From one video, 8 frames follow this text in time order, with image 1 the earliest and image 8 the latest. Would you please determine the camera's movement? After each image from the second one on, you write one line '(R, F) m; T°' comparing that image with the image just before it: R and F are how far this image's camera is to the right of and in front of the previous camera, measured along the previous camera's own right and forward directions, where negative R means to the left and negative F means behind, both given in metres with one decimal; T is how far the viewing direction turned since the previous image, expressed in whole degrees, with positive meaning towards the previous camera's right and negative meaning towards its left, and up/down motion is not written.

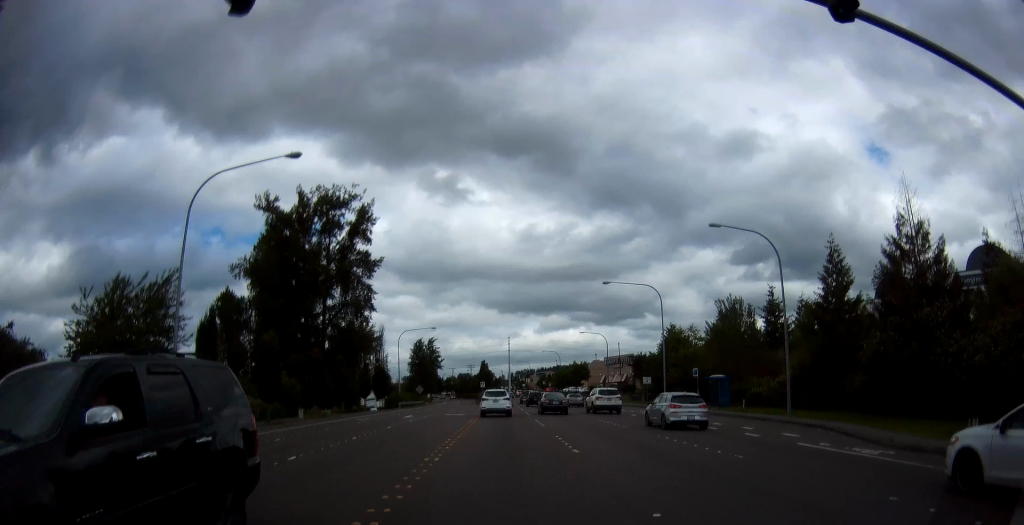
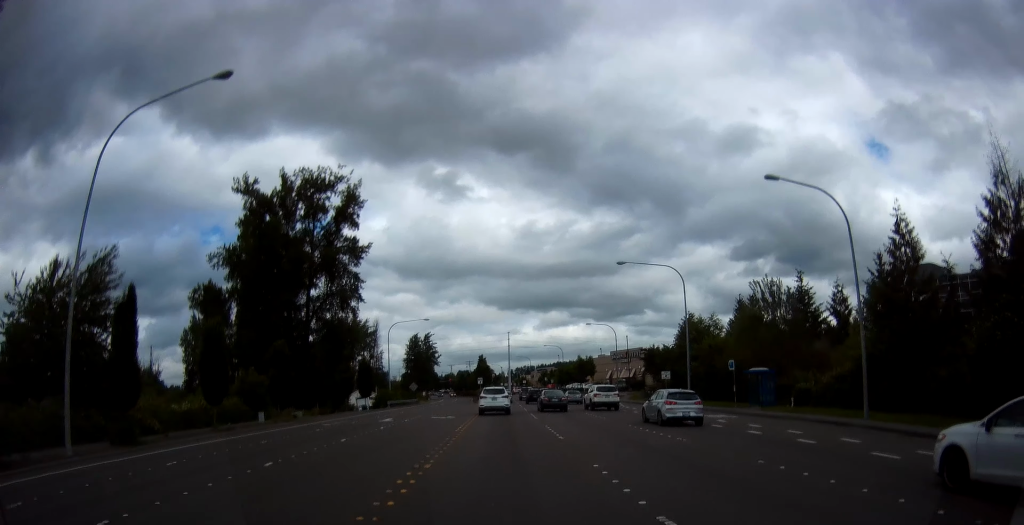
(-0.2, +8.0) m; -1°
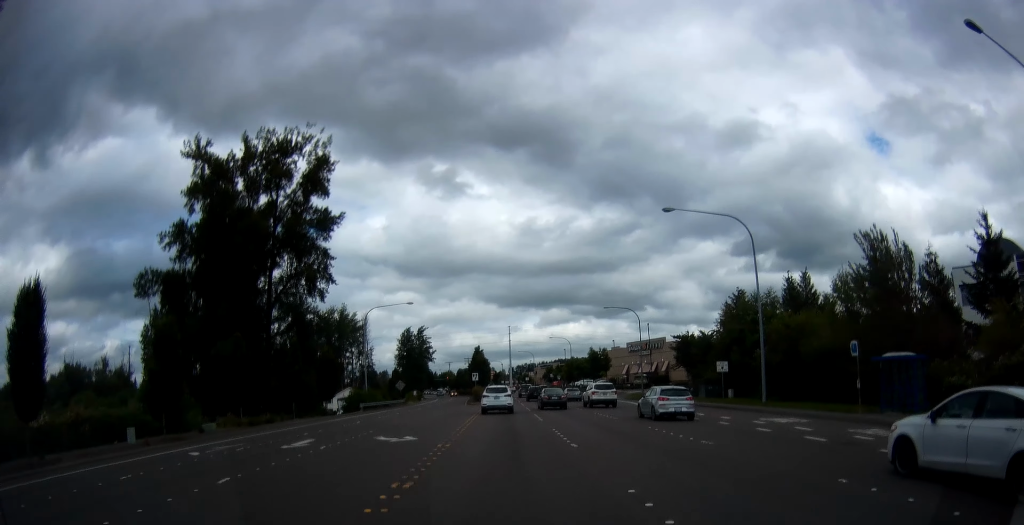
(+0.1, +15.4) m; 0°
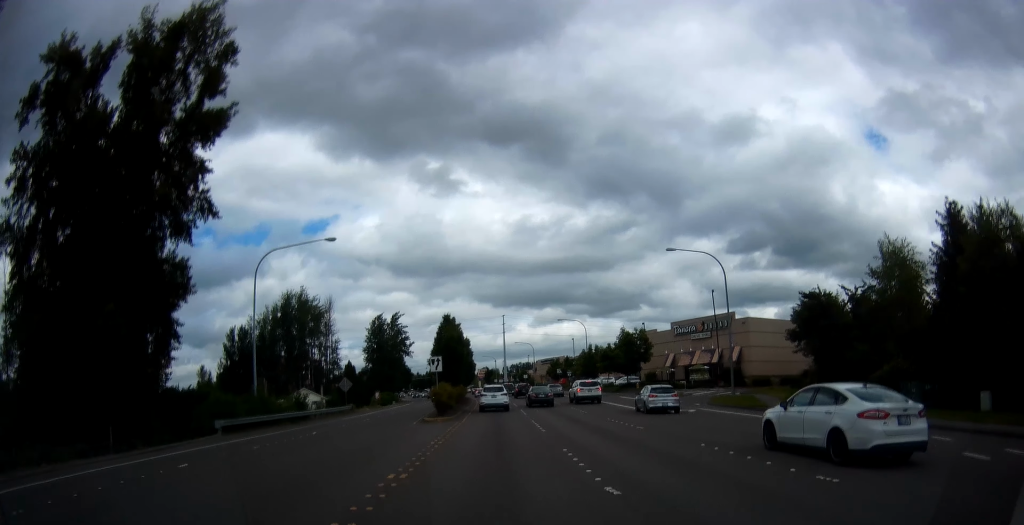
(+0.4, +30.6) m; +3°
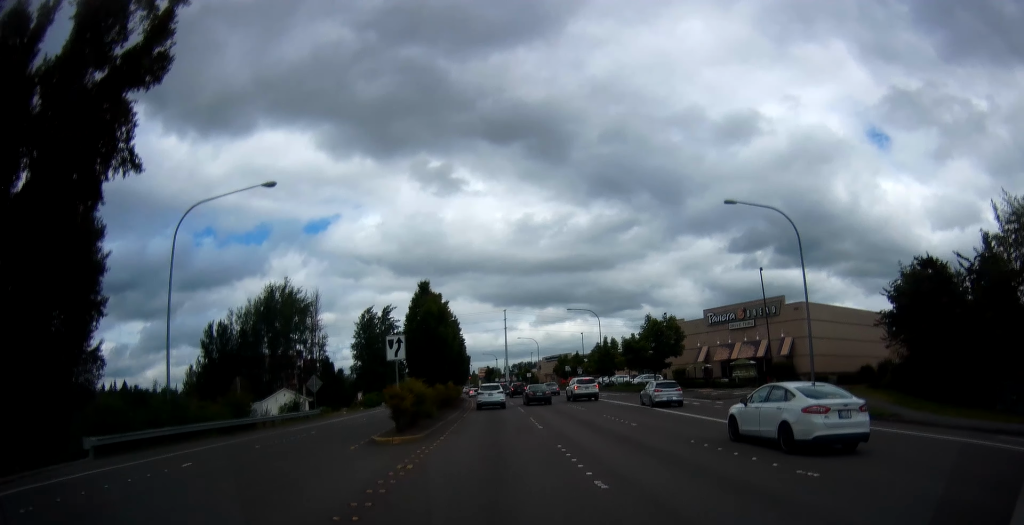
(+0.2, +11.7) m; -1°
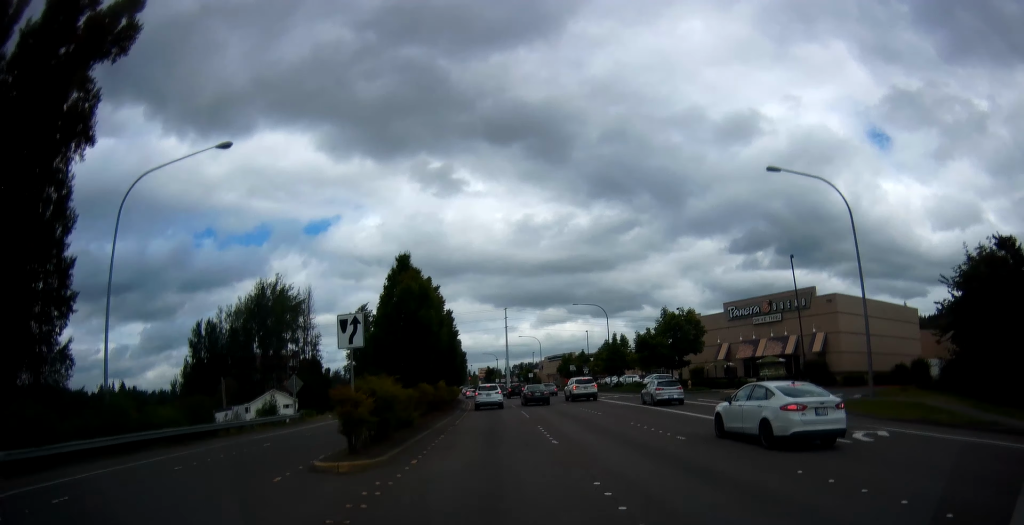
(-0.2, +5.7) m; -1°
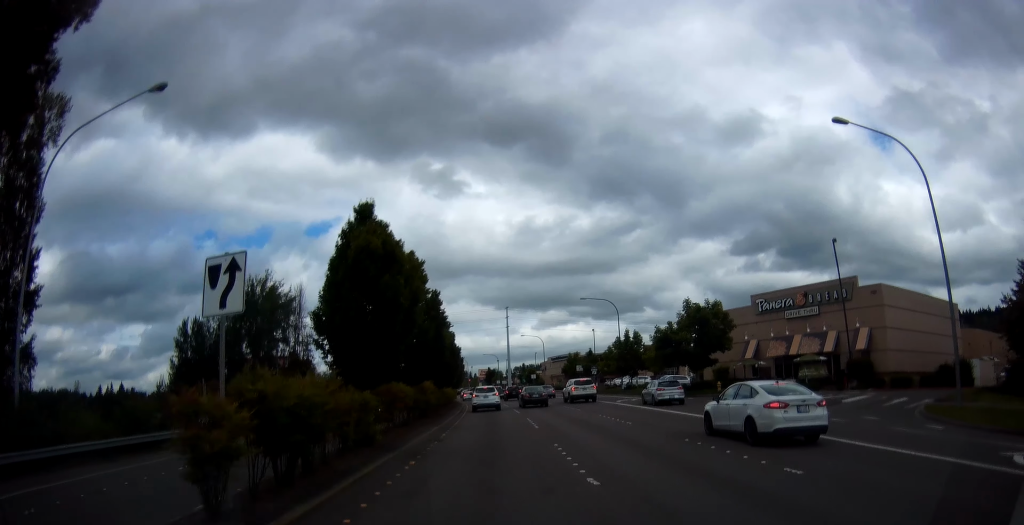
(-0.1, +6.3) m; -1°
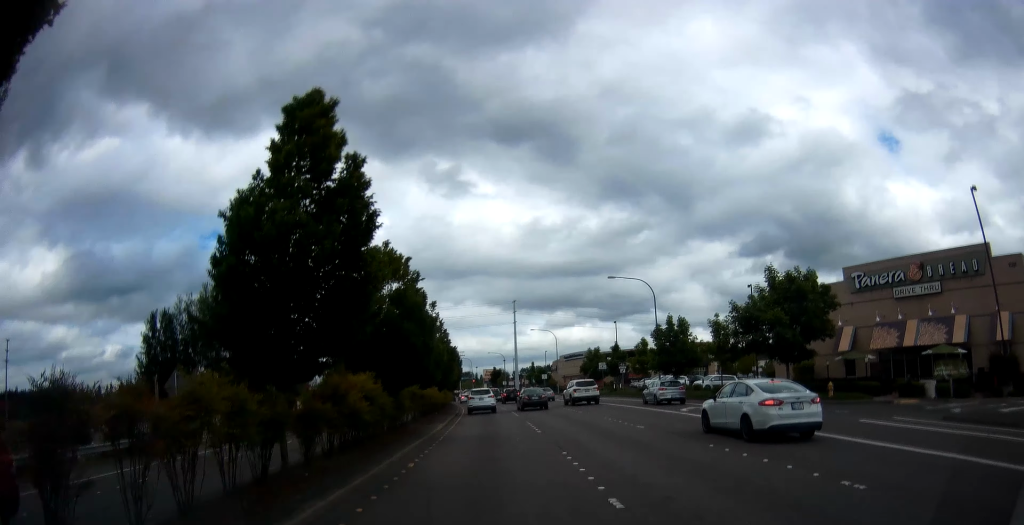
(0.0, +14.2) m; 0°
